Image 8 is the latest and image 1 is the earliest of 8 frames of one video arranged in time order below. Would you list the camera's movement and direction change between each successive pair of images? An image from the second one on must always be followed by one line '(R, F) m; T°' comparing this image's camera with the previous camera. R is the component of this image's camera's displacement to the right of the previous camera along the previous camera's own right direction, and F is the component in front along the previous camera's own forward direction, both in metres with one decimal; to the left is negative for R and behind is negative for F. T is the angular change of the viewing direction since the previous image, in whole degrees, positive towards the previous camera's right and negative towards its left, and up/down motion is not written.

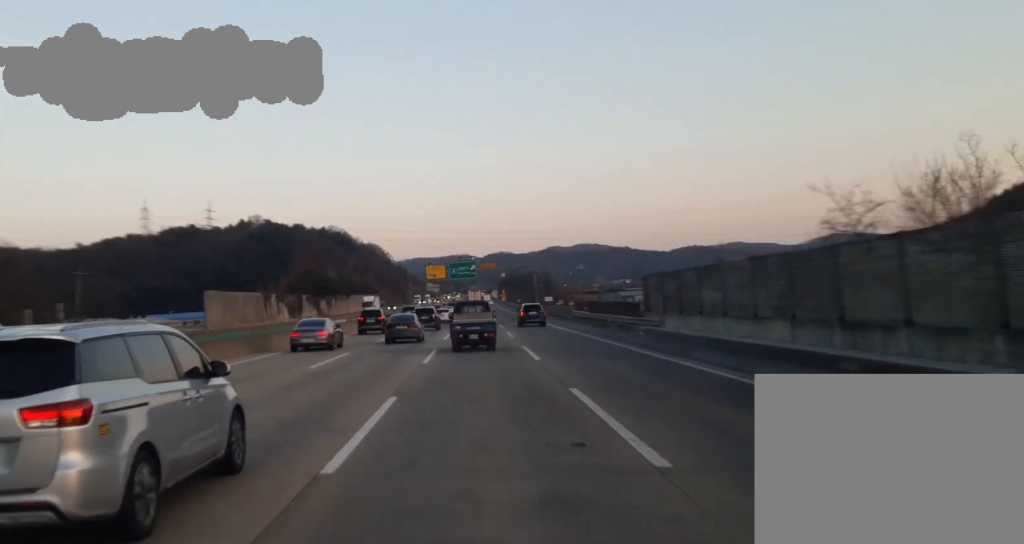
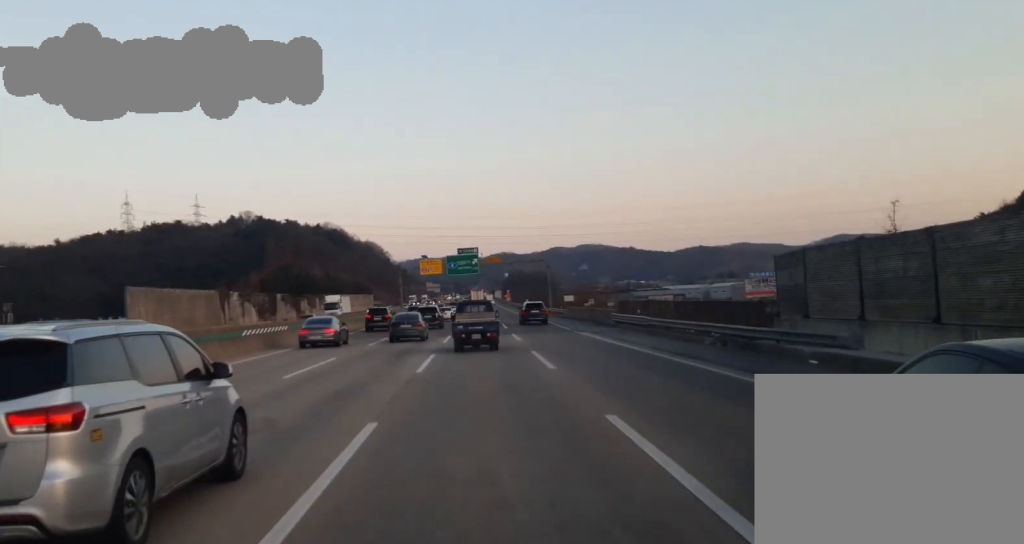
(-0.1, +25.3) m; 0°
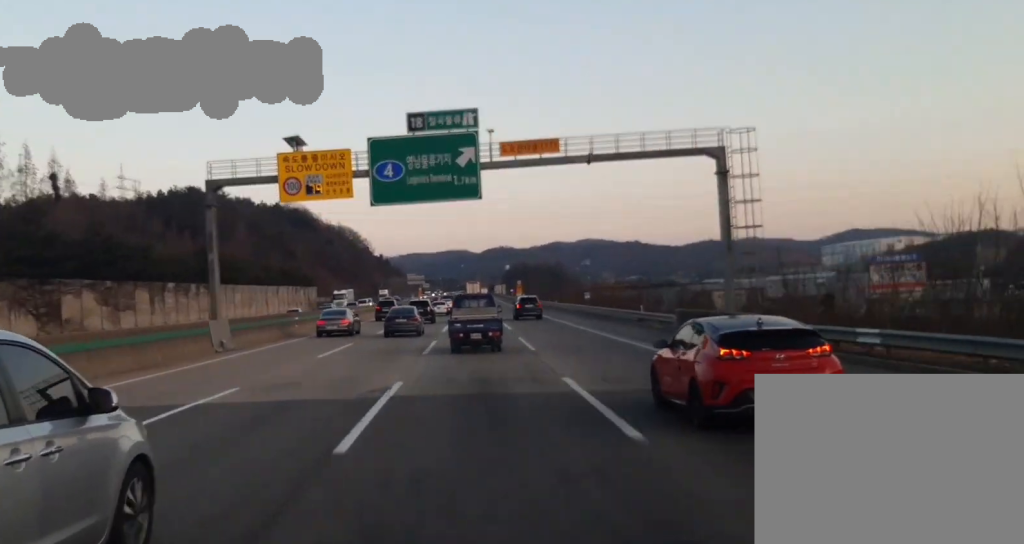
(+0.1, +94.0) m; 0°
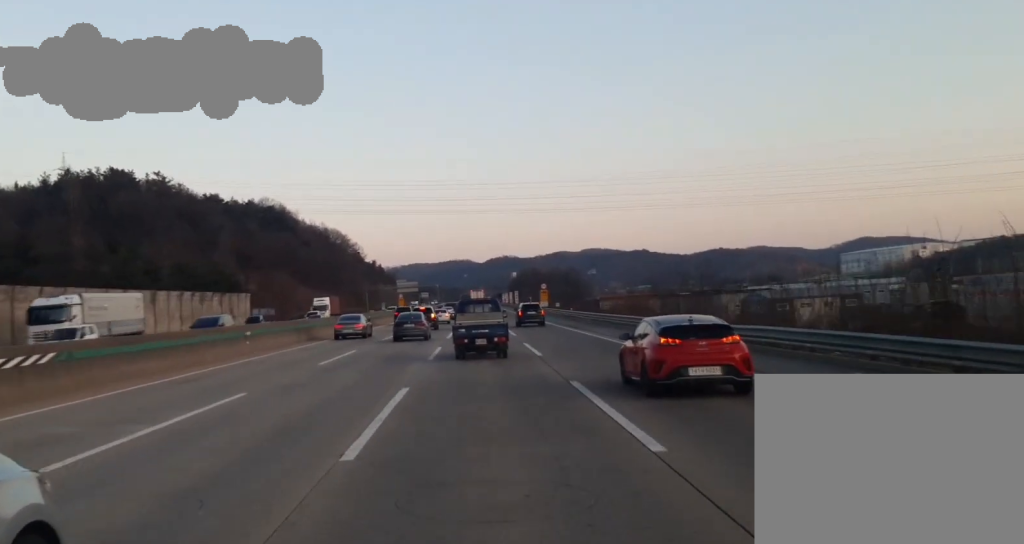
(-0.2, +61.8) m; 0°
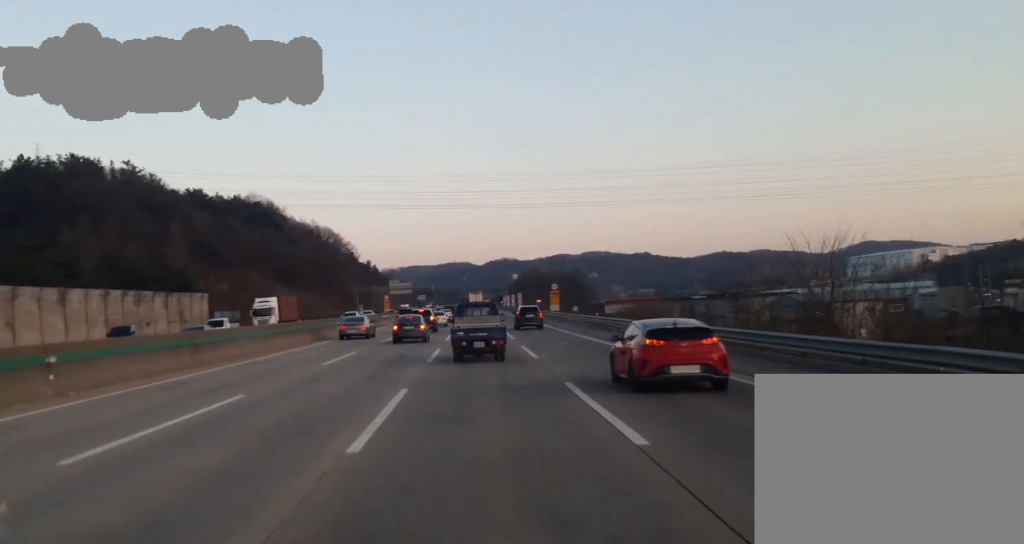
(0.0, +19.7) m; 0°
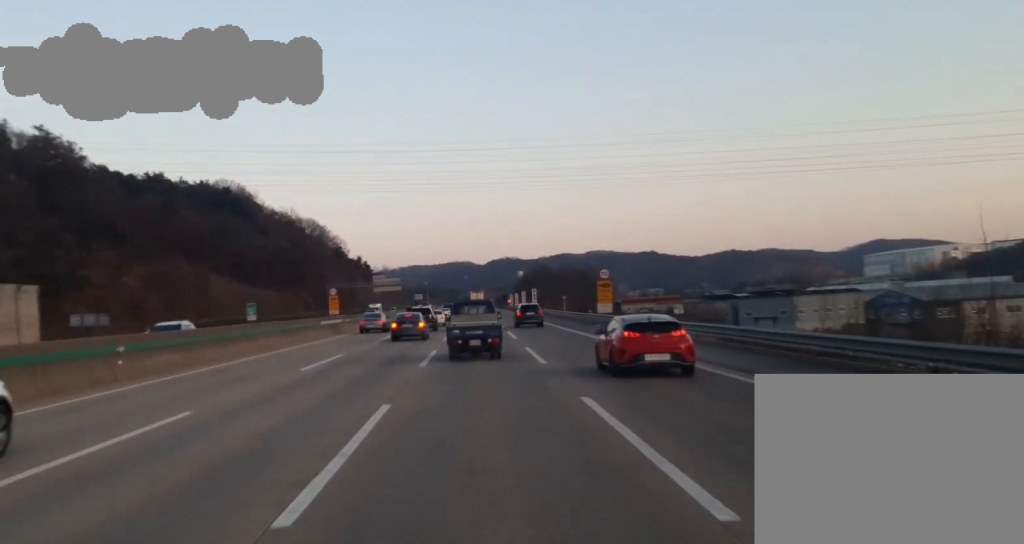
(0.0, +43.7) m; 0°
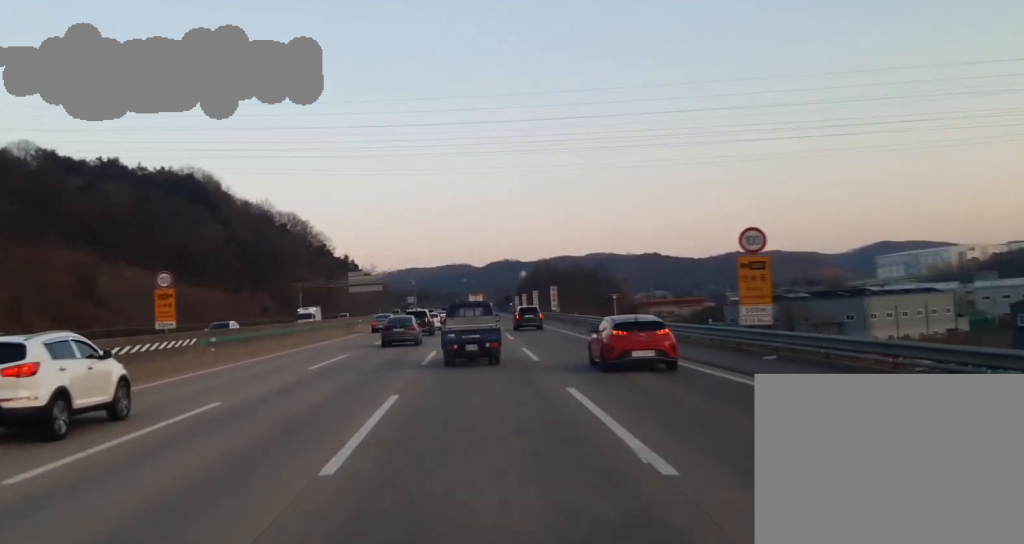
(0.0, +37.1) m; 0°
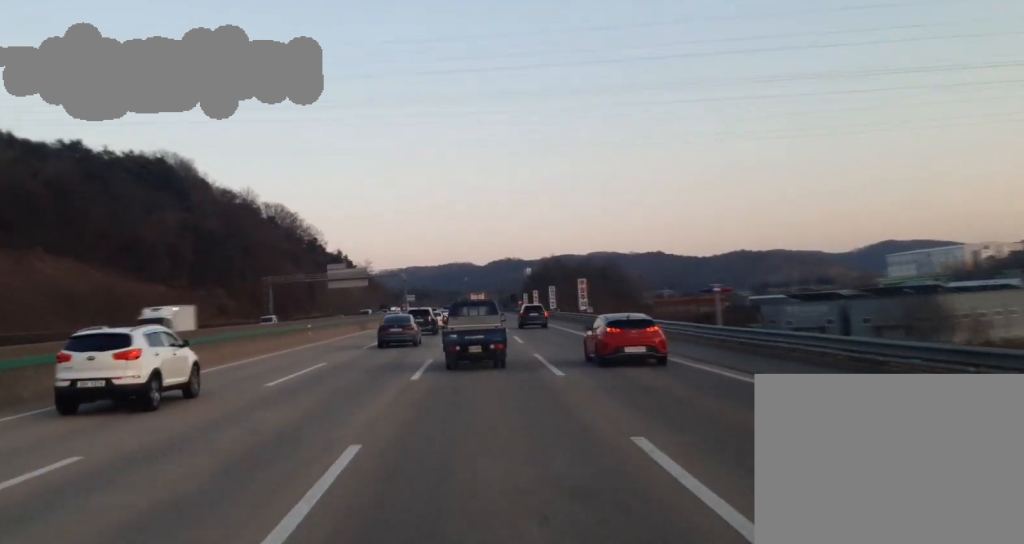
(0.0, +27.9) m; 0°
